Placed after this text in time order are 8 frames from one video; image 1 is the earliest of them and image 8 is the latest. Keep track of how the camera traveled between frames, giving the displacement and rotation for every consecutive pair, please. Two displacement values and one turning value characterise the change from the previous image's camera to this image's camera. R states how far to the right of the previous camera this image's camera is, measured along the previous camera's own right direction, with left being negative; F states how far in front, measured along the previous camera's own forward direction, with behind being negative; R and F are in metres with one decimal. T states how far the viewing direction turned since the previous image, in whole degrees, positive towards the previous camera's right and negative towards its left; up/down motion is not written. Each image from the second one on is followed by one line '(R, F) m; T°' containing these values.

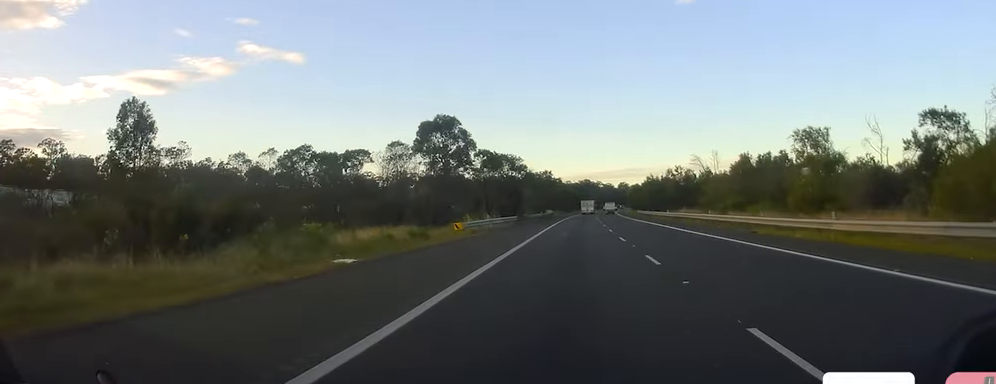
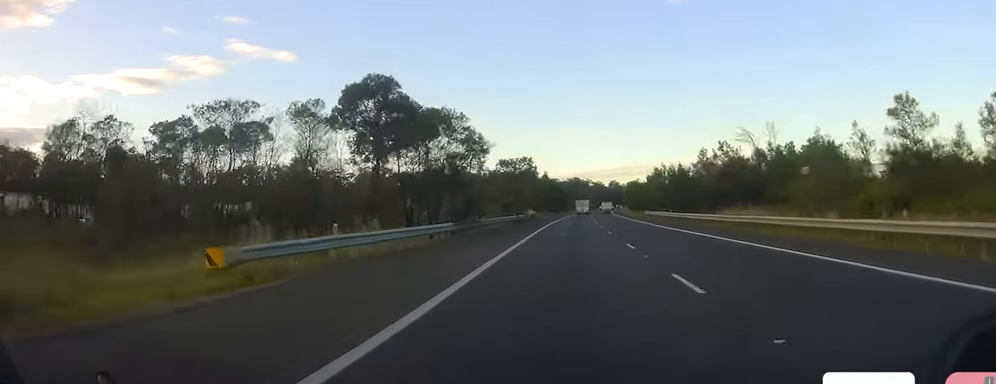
(+0.1, +29.7) m; 0°
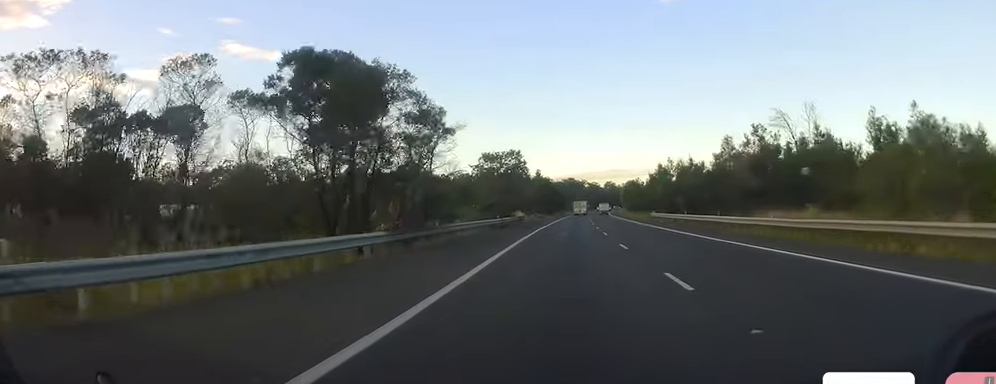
(0.0, +11.5) m; 0°
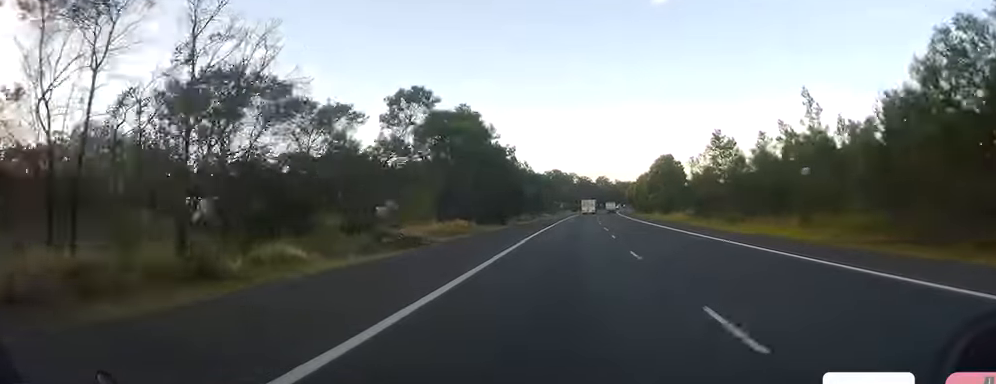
(+2.3, +88.9) m; +3°
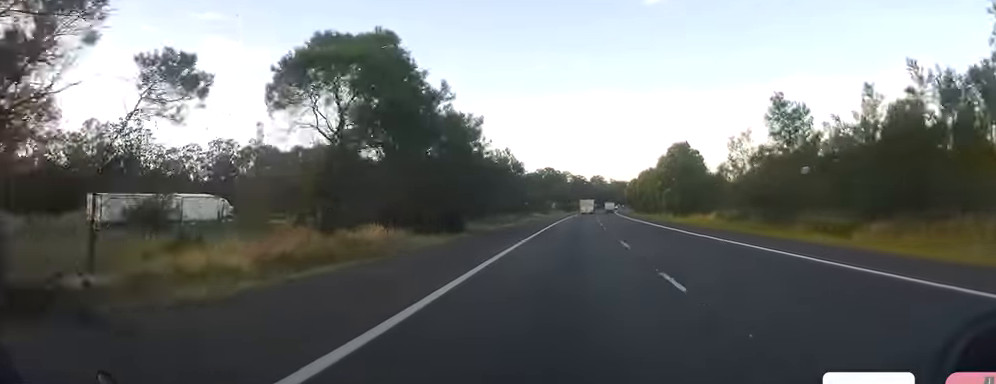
(+0.1, +19.2) m; 0°
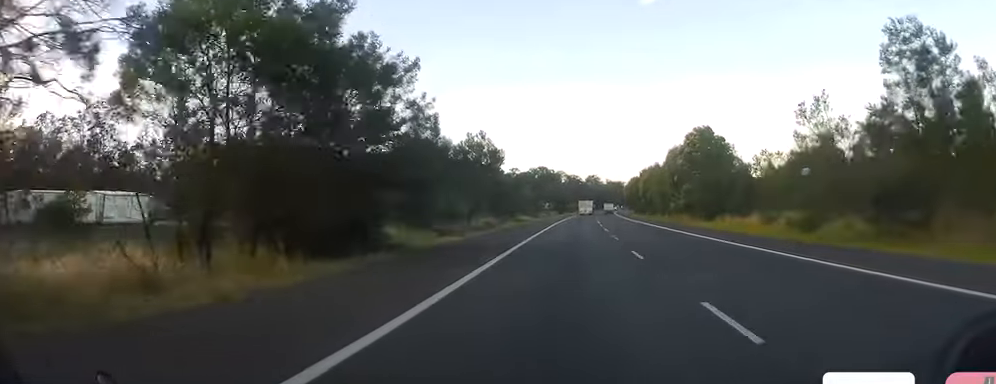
(-0.4, +16.3) m; 0°
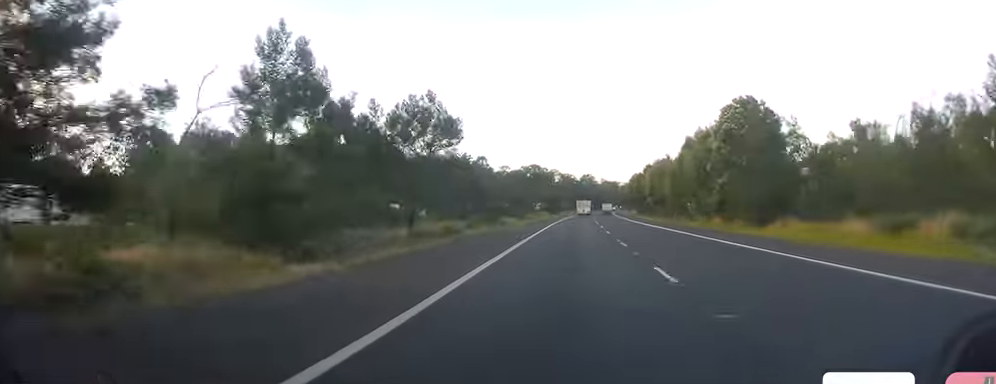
(+0.2, +18.2) m; +1°
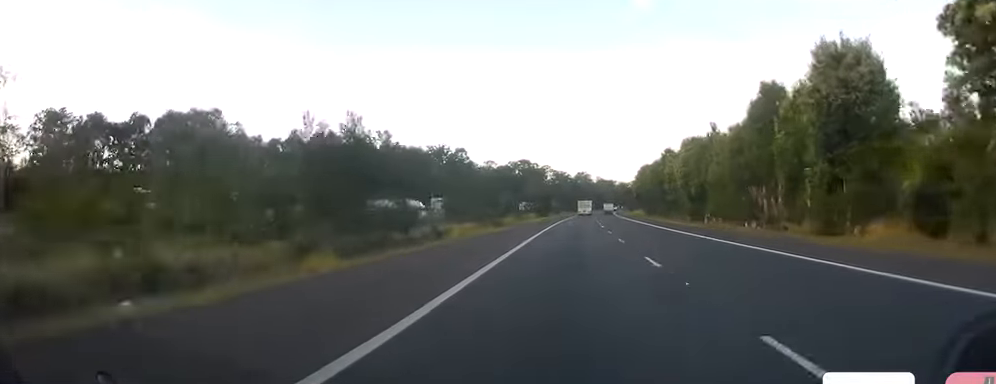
(+0.5, +32.6) m; +1°
